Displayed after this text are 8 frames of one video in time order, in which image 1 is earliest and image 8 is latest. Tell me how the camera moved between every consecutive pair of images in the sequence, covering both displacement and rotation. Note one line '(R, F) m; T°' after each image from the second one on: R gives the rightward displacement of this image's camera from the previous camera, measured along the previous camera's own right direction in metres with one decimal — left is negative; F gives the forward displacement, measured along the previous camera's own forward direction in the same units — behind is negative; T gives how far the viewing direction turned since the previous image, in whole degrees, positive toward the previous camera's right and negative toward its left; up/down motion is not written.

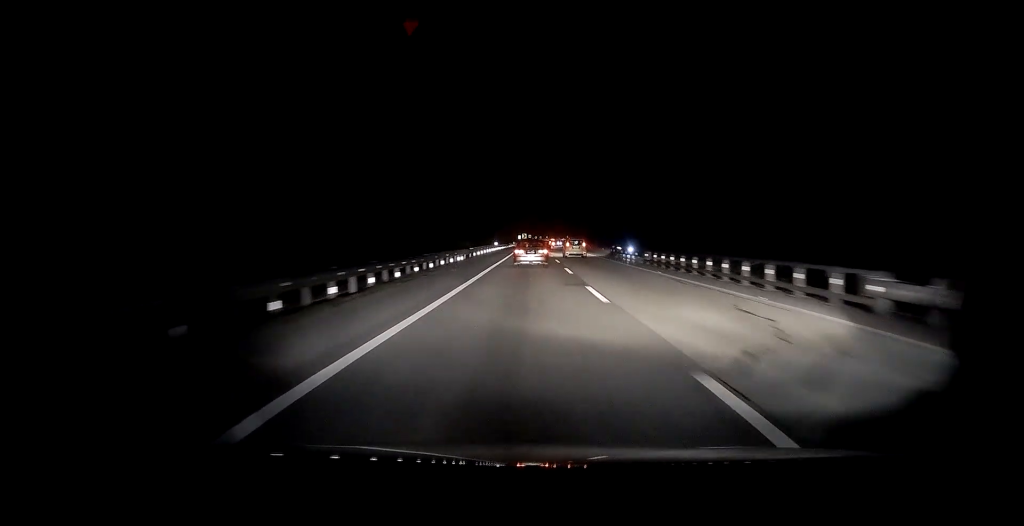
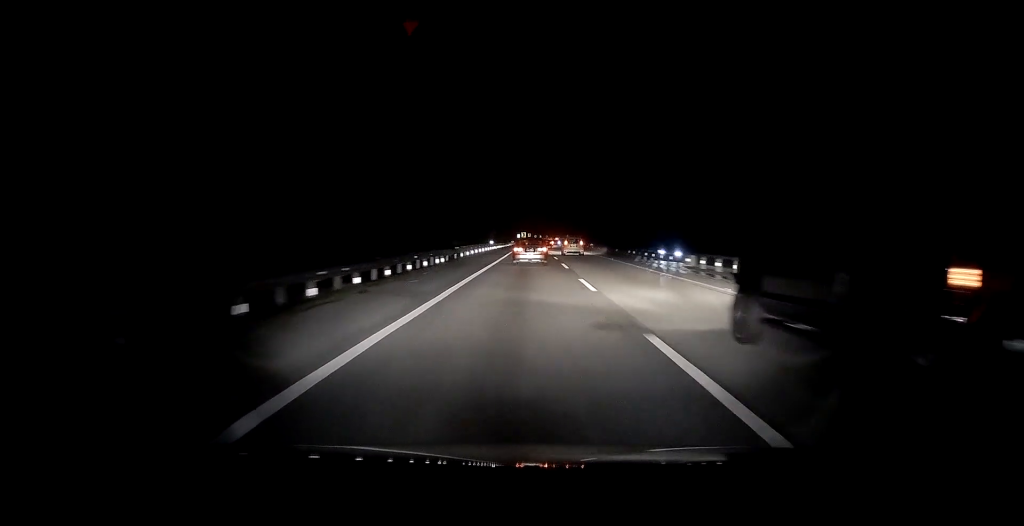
(-0.2, +9.2) m; 0°
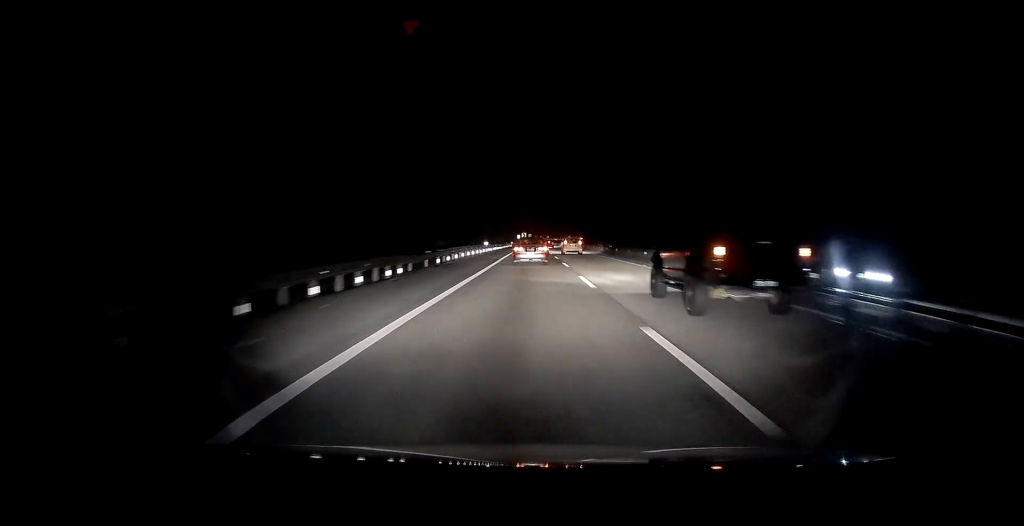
(+0.1, +11.5) m; 0°
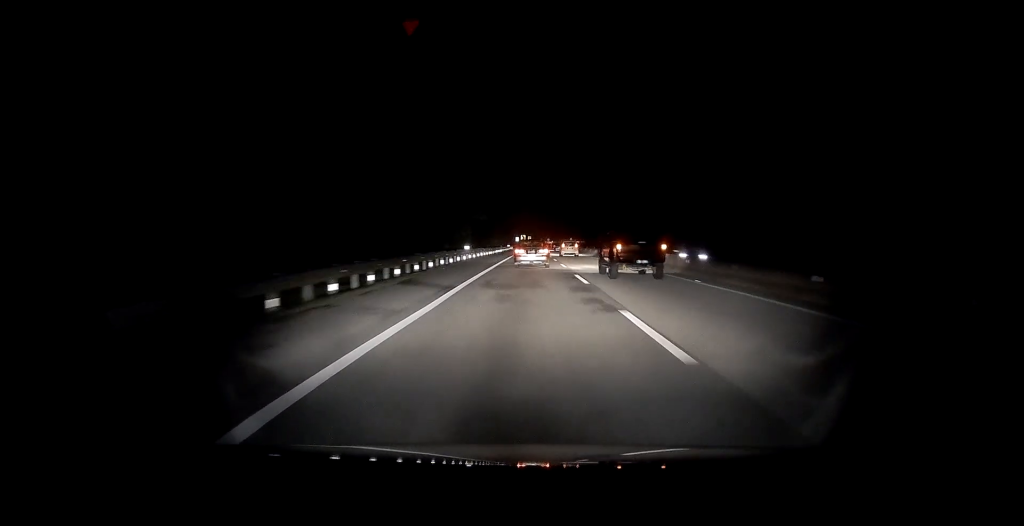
(+0.2, +21.6) m; 0°
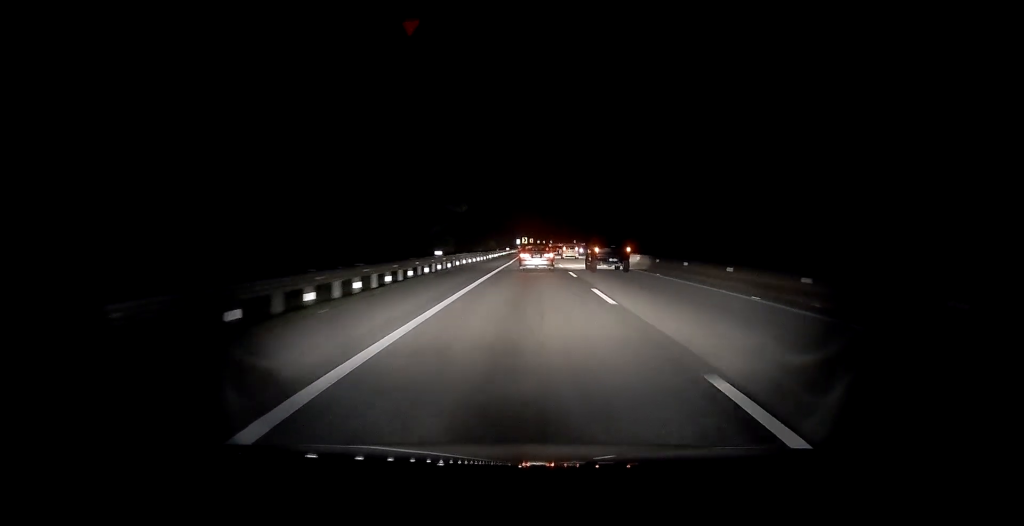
(0.0, +17.4) m; 0°
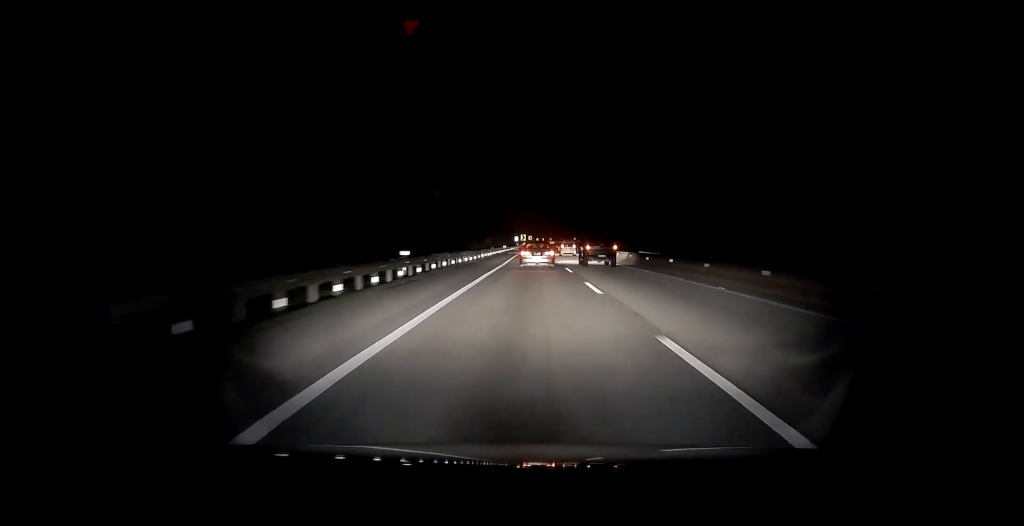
(-0.1, +9.4) m; 0°
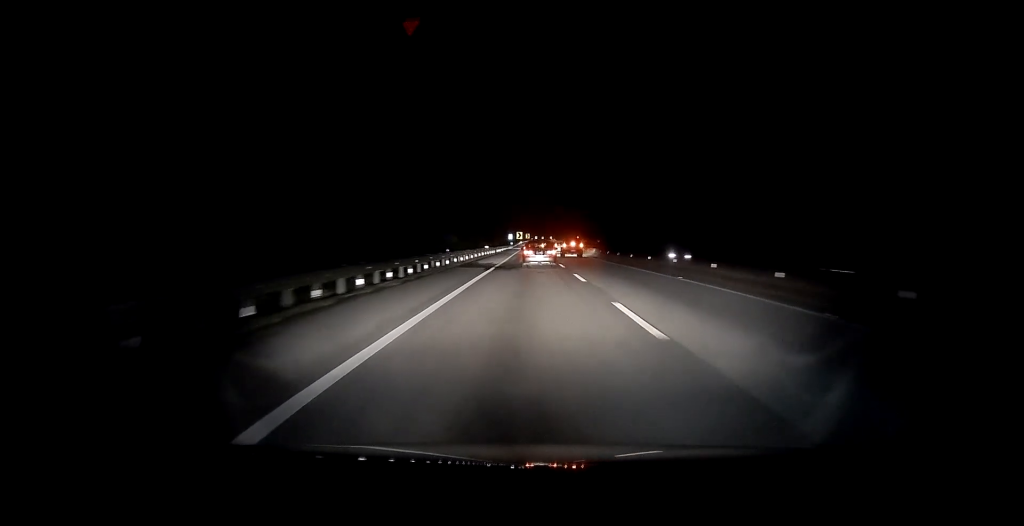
(-0.2, +43.1) m; -1°
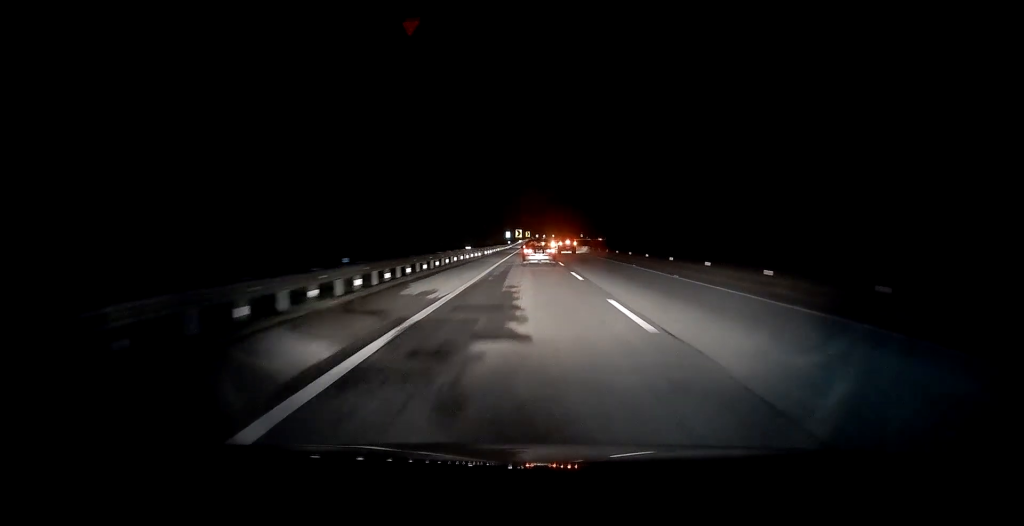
(+0.1, +23.0) m; 0°
